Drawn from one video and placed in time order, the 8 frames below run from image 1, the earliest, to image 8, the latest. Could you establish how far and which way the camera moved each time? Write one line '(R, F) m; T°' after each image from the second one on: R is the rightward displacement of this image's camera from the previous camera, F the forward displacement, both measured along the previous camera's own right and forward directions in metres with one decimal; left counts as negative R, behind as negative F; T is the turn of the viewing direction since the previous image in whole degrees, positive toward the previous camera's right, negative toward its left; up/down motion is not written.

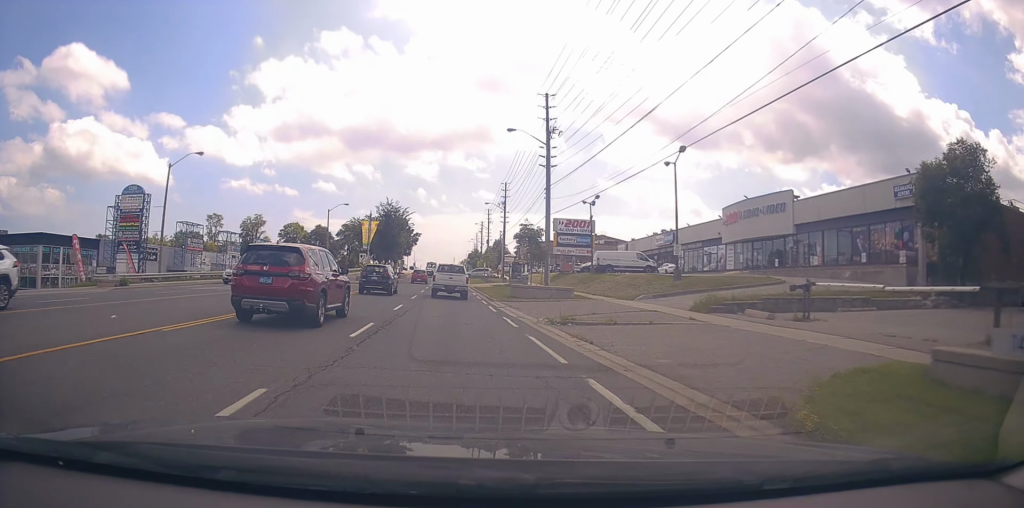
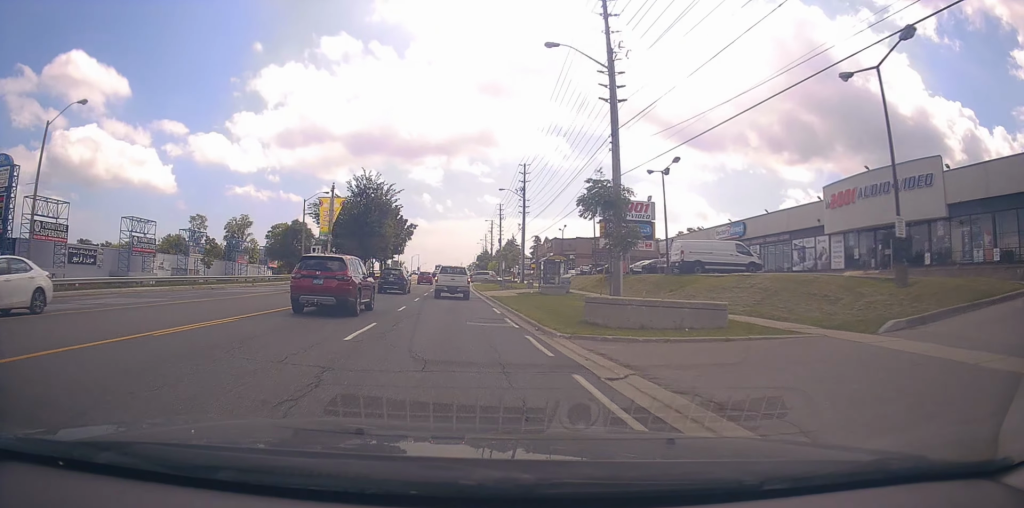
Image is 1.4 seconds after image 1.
(+0.4, +18.3) m; 0°
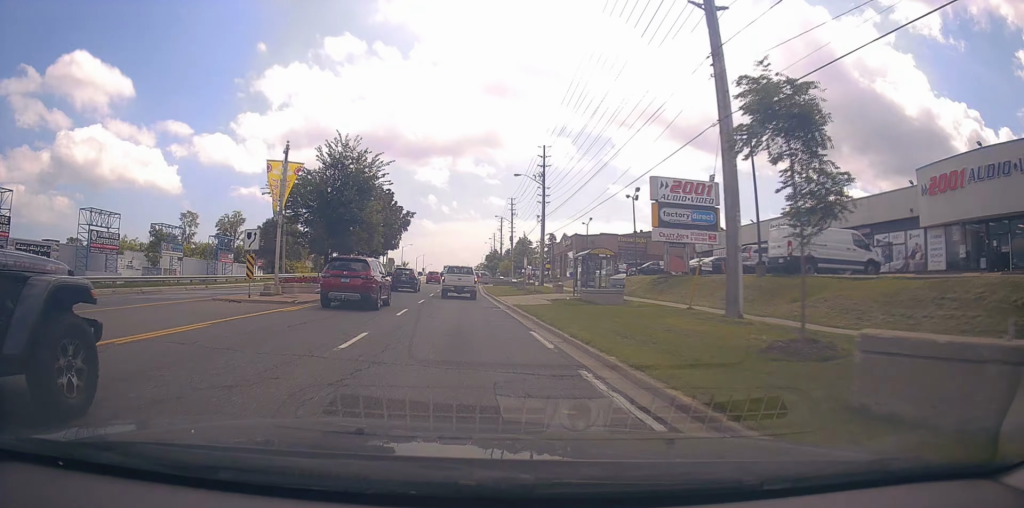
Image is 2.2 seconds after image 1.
(-0.2, +10.9) m; -1°
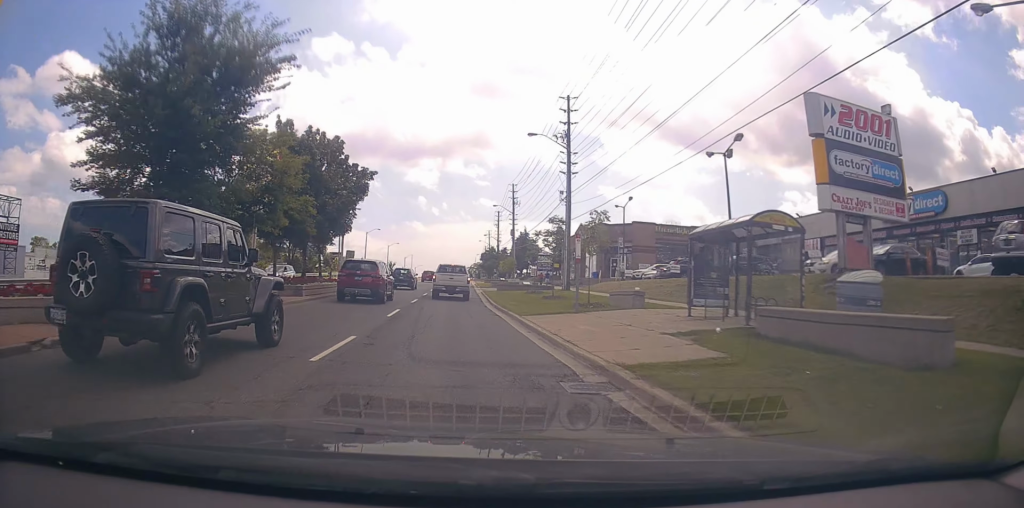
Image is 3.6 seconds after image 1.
(-0.2, +18.4) m; -1°
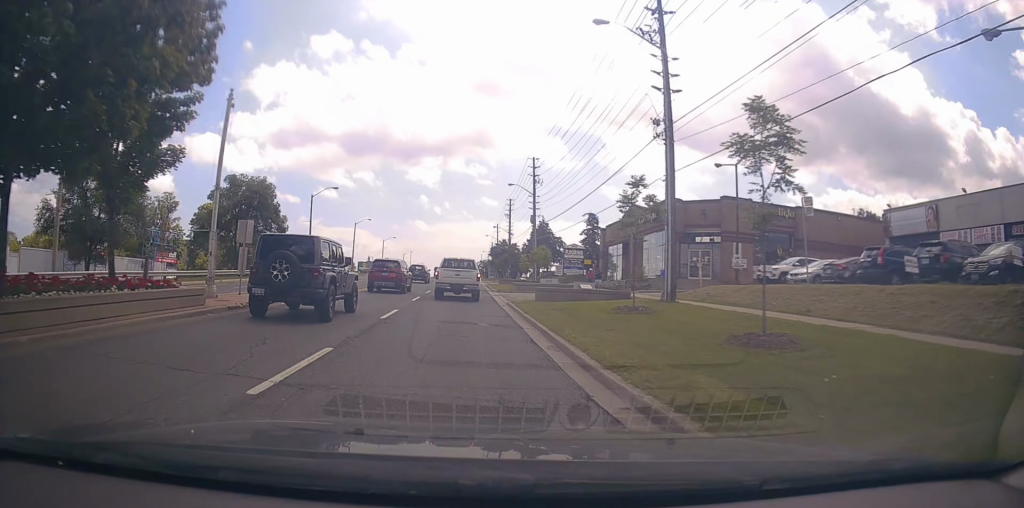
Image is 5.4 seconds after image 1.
(+0.2, +22.3) m; +1°
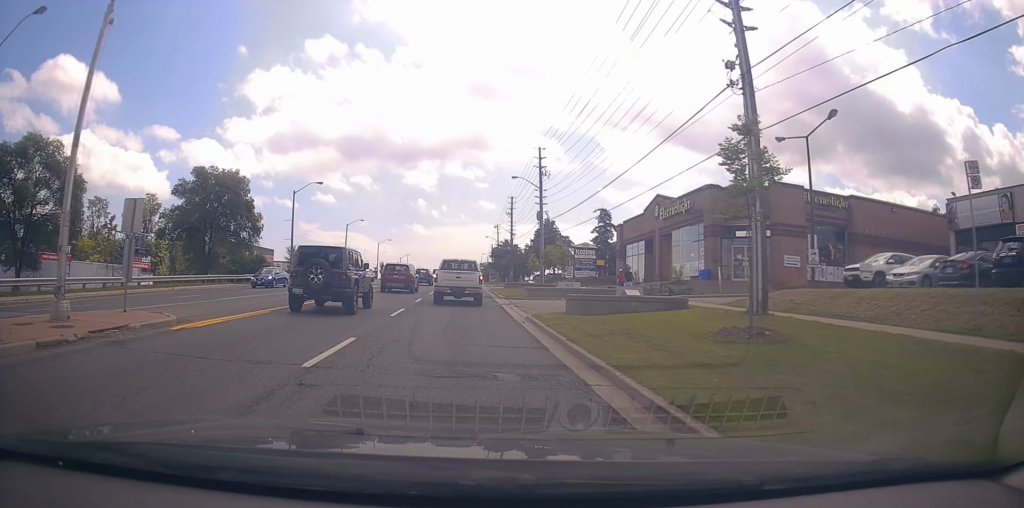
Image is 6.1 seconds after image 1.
(0.0, +8.9) m; 0°
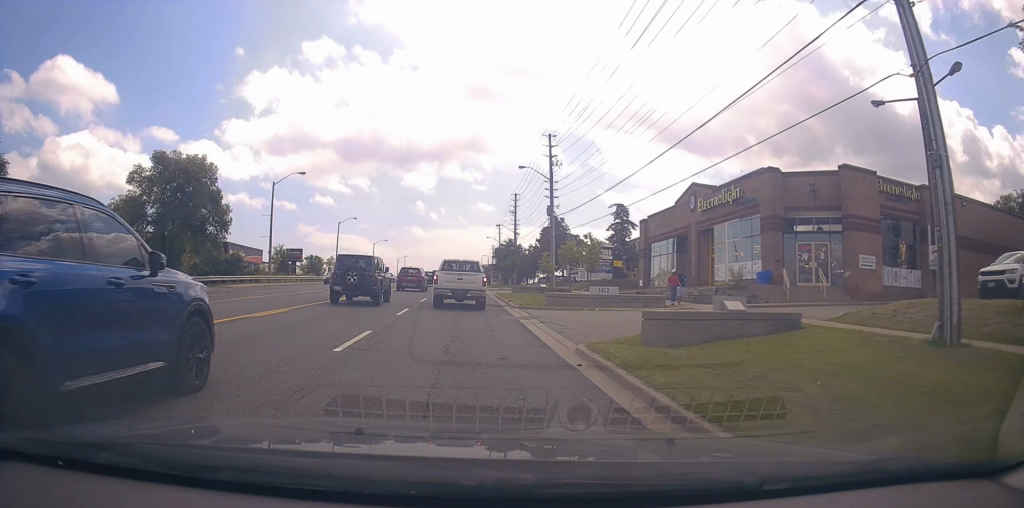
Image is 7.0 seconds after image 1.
(-0.3, +10.2) m; 0°
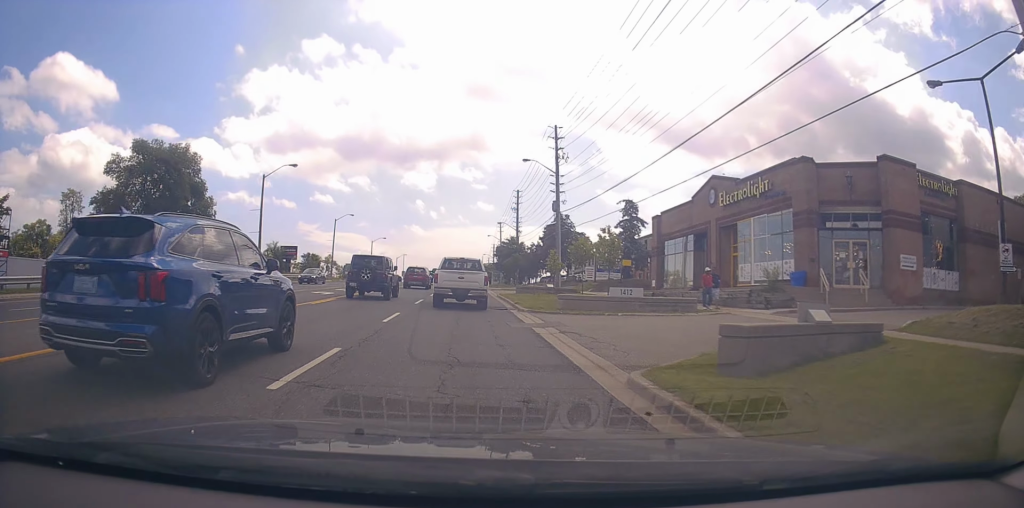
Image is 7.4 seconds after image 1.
(+0.1, +4.3) m; +1°
